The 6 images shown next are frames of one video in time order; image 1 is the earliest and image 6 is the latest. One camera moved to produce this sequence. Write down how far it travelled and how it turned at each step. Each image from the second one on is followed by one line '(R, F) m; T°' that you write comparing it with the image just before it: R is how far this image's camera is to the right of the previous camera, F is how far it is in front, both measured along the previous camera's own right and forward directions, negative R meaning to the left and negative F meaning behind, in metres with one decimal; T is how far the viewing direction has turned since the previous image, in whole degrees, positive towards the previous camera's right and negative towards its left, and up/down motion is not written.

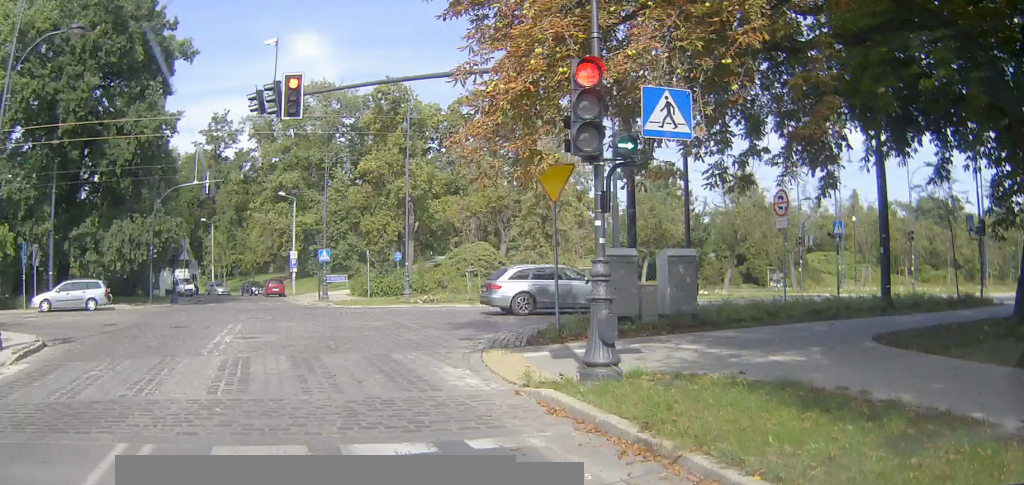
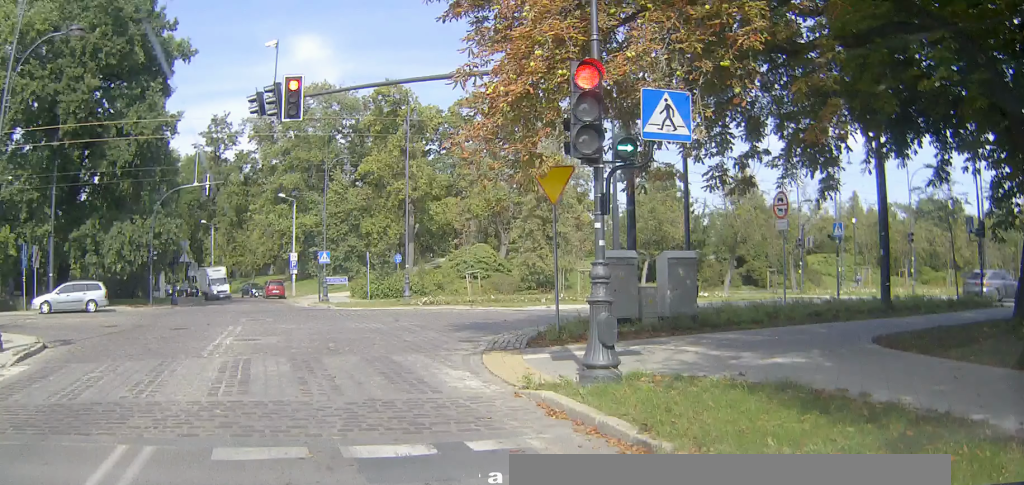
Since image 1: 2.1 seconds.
(-0.3, +0.4) m; 0°
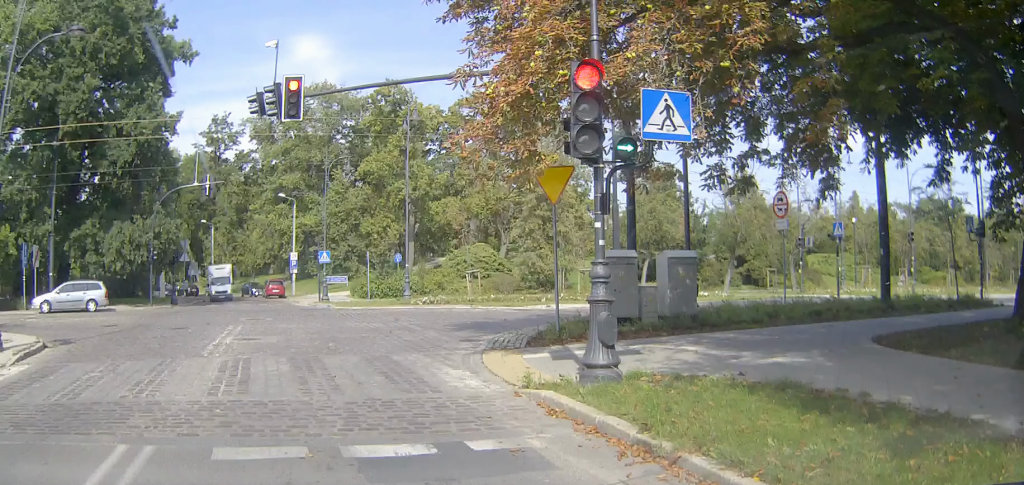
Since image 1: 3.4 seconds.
(0.0, 0.0) m; 0°
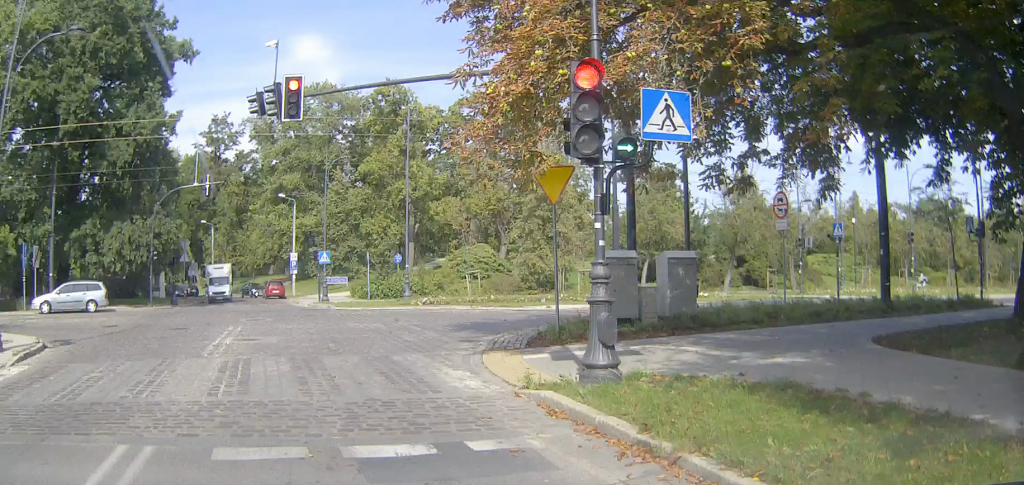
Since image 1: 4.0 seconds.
(0.0, 0.0) m; 0°
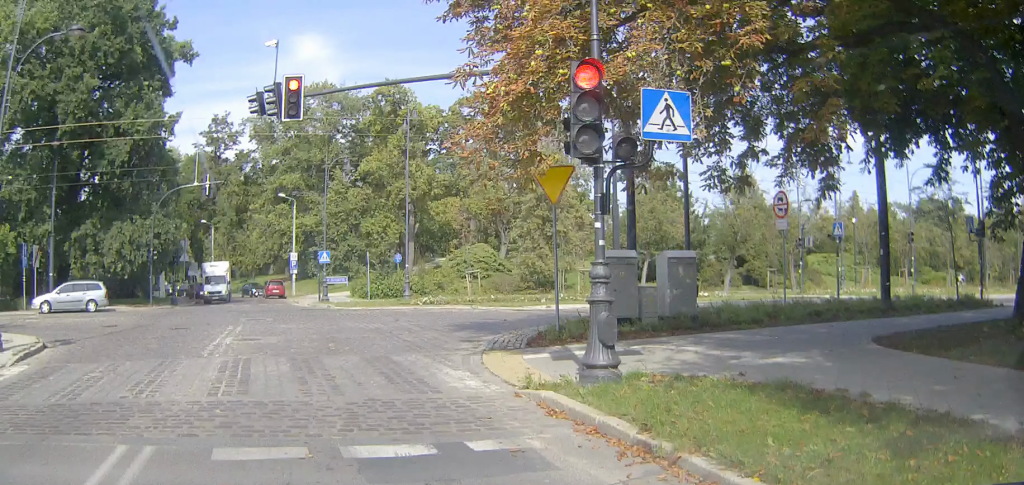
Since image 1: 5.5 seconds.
(0.0, 0.0) m; 0°
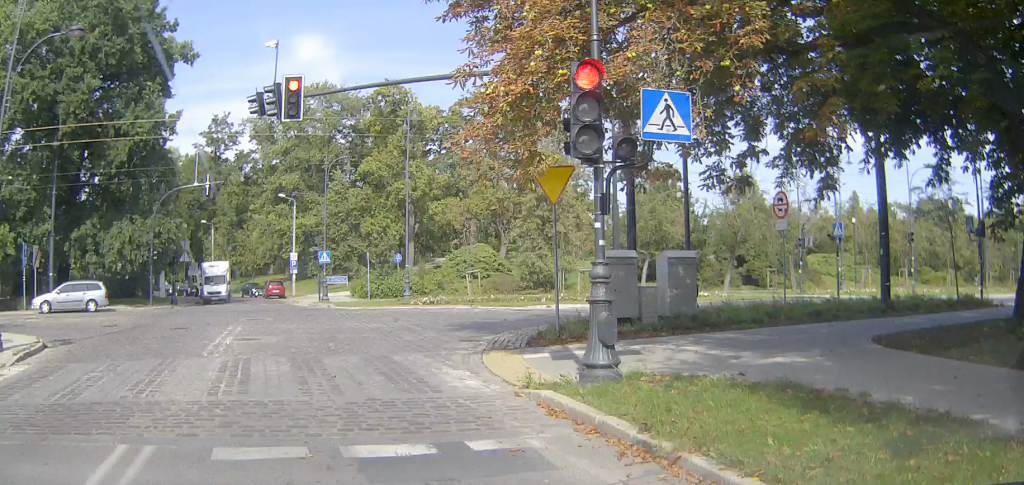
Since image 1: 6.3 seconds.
(0.0, 0.0) m; 0°
